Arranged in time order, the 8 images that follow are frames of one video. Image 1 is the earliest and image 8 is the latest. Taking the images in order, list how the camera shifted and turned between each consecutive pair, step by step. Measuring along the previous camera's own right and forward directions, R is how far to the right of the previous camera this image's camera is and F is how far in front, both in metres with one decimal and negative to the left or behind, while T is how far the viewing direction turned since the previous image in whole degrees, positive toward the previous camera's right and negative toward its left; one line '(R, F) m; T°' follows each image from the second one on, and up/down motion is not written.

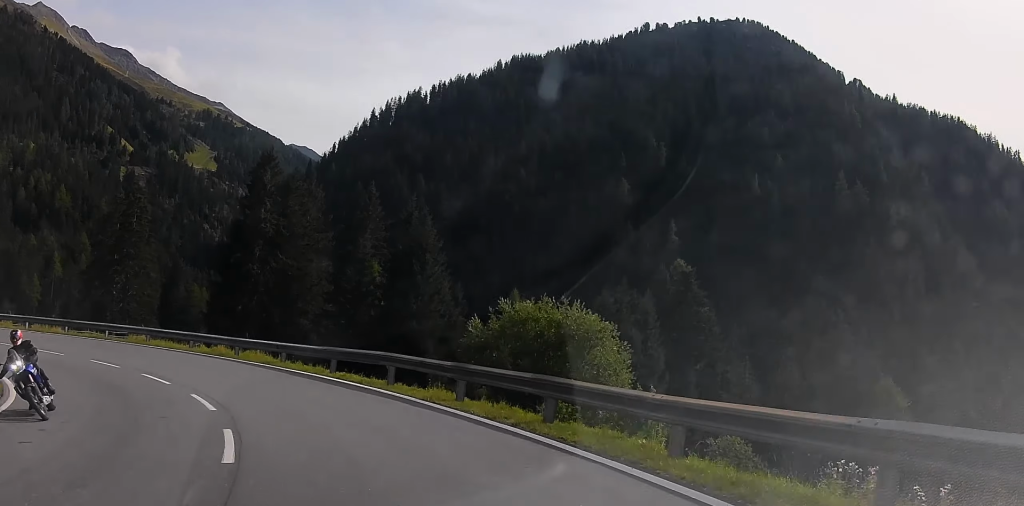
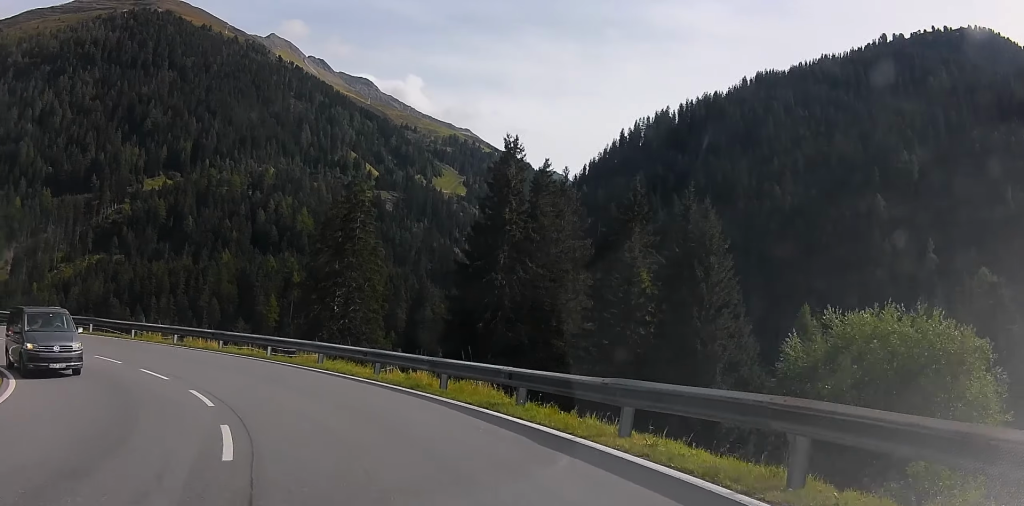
(-2.1, +11.1) m; -28°
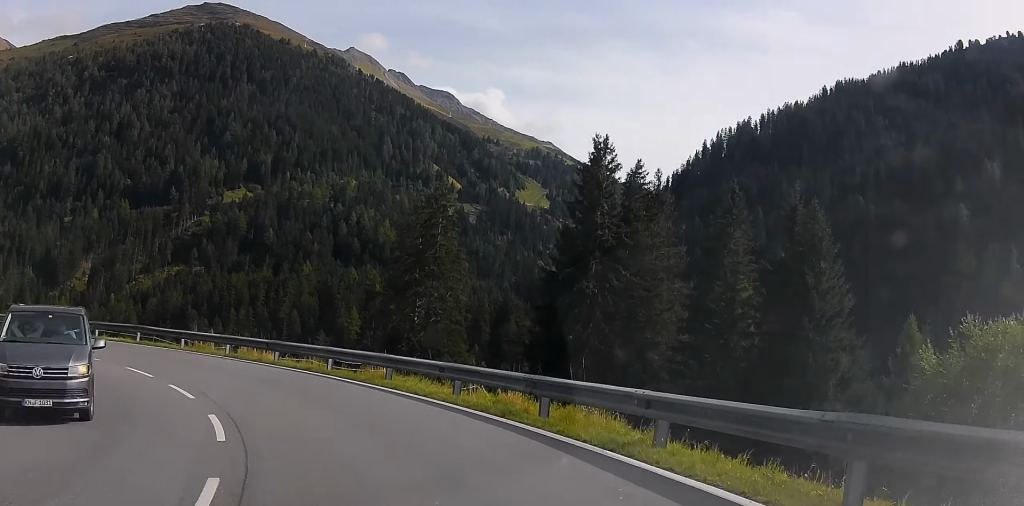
(-0.5, +4.0) m; -11°
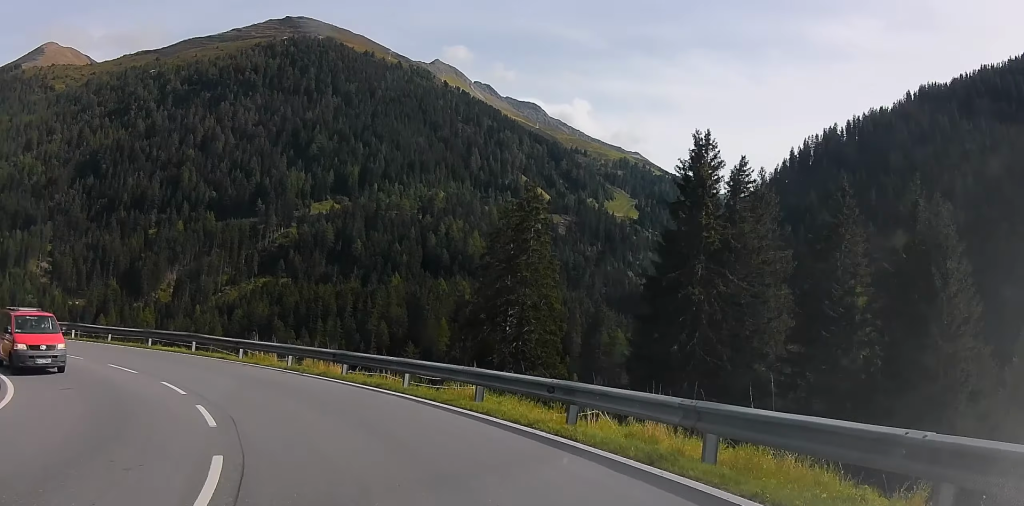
(-0.4, +4.3) m; -6°
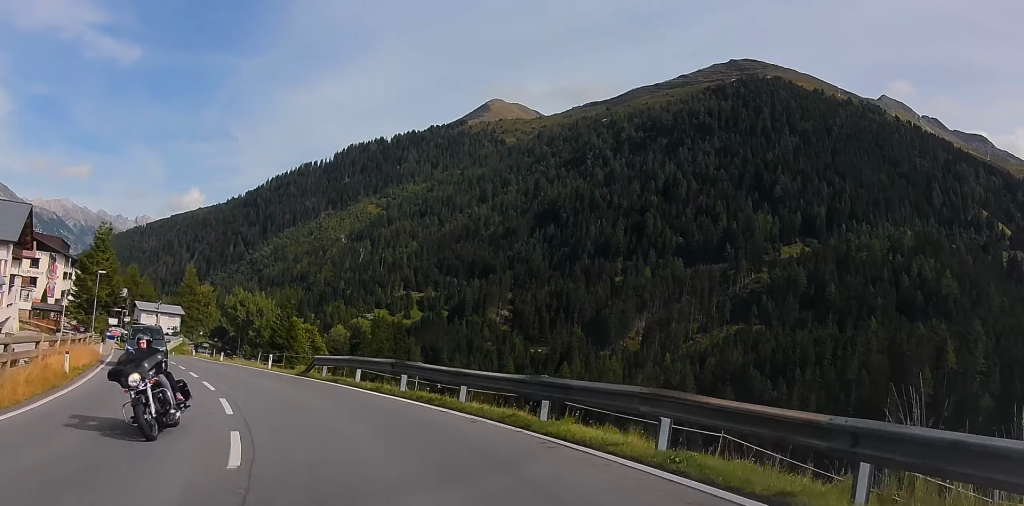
(-8.0, +21.0) m; -42°
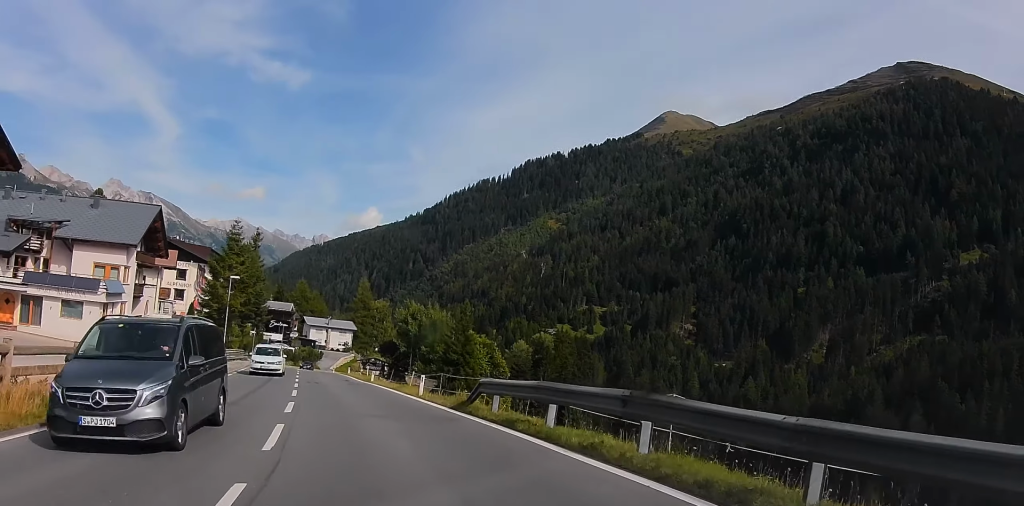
(-0.4, +10.4) m; -11°
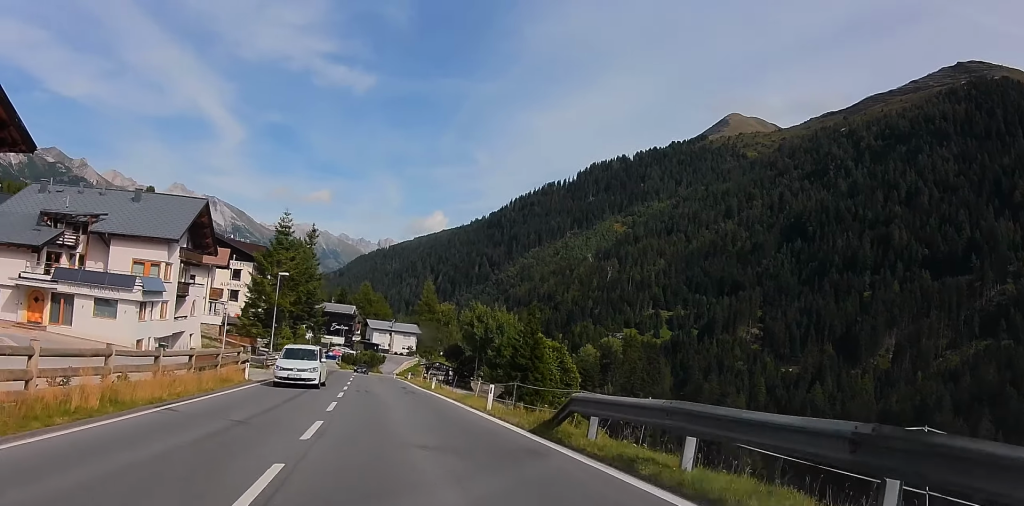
(-0.6, +4.8) m; -3°
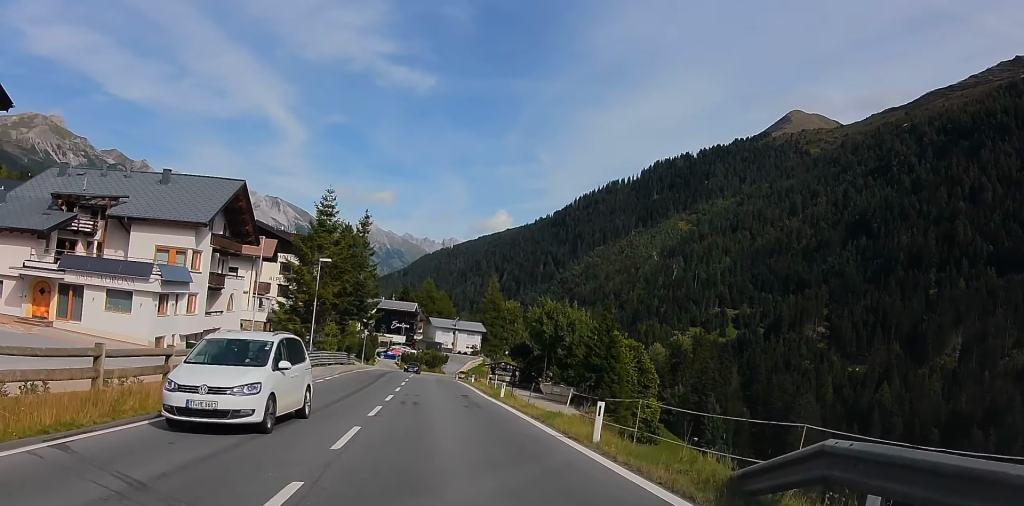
(-0.8, +7.3) m; -5°
